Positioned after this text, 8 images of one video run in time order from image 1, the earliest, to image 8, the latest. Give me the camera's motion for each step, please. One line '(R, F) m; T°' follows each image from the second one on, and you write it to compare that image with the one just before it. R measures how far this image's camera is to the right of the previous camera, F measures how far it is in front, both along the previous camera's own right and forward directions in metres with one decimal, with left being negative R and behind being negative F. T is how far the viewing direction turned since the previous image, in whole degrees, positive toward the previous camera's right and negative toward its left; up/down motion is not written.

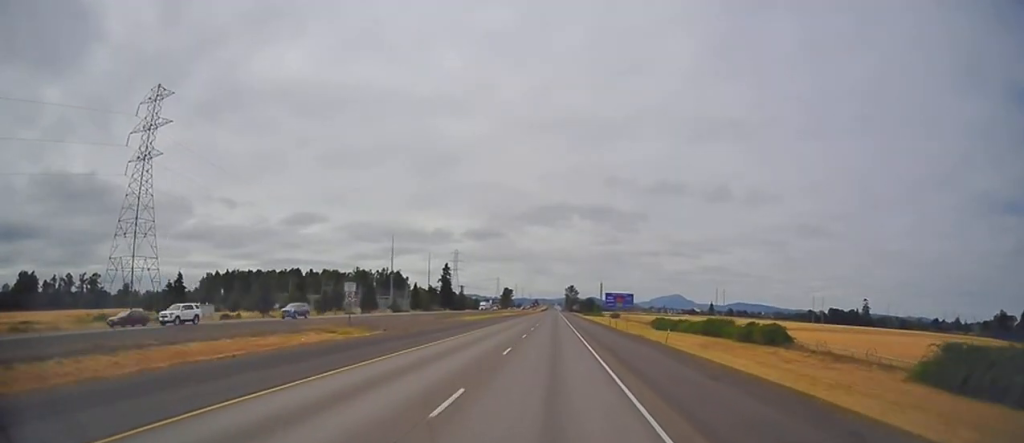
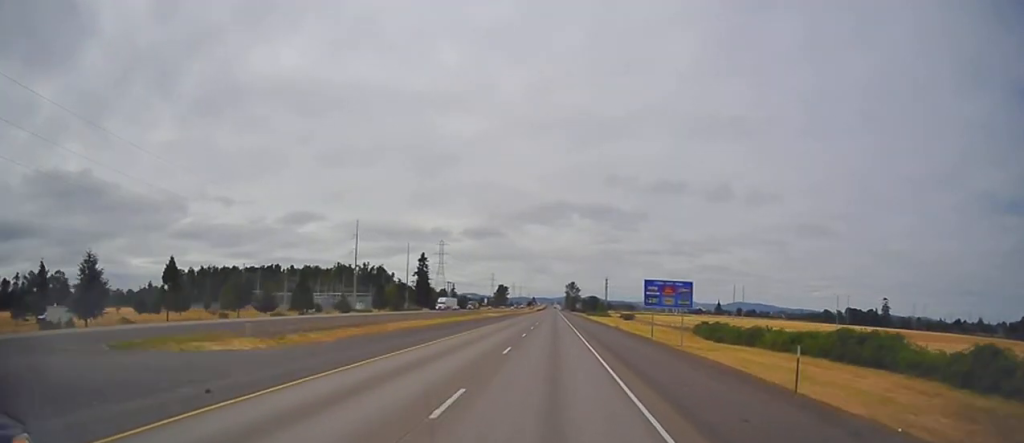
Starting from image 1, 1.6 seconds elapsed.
(0.0, +47.4) m; -1°
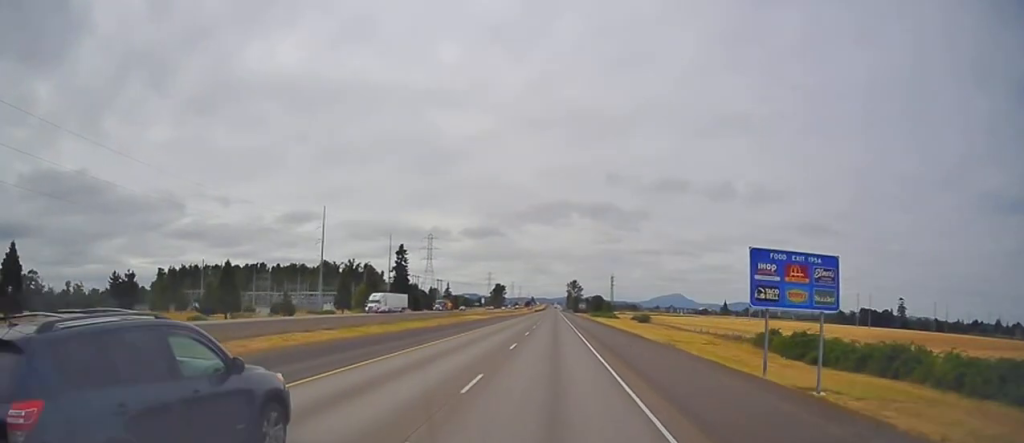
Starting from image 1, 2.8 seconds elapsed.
(-0.6, +35.0) m; 0°
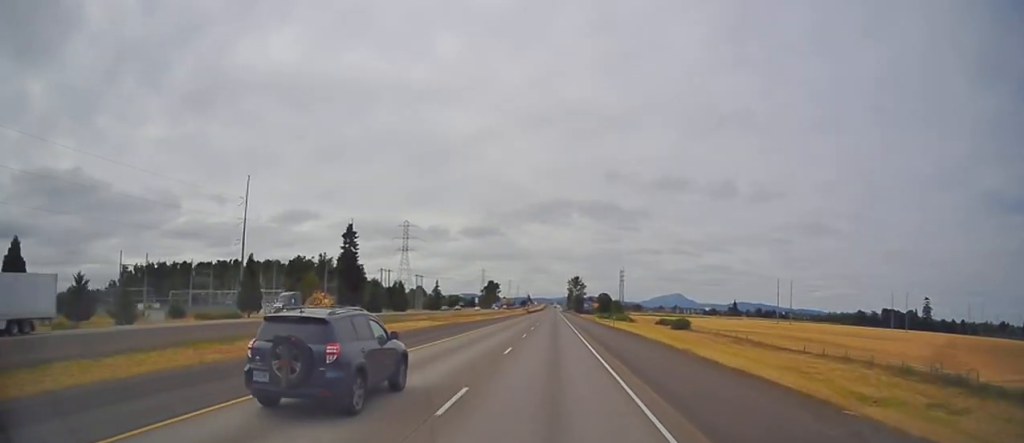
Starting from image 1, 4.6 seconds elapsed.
(+1.0, +50.5) m; 0°
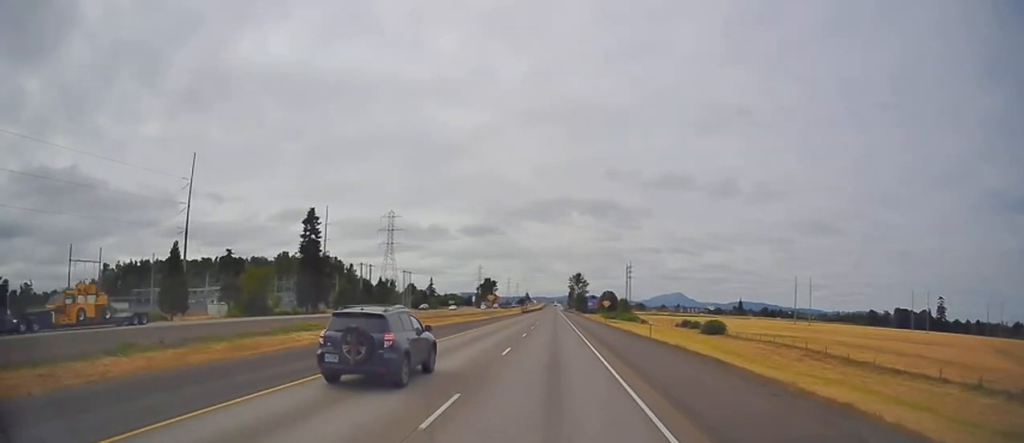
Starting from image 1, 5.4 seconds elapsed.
(-0.5, +25.4) m; 0°
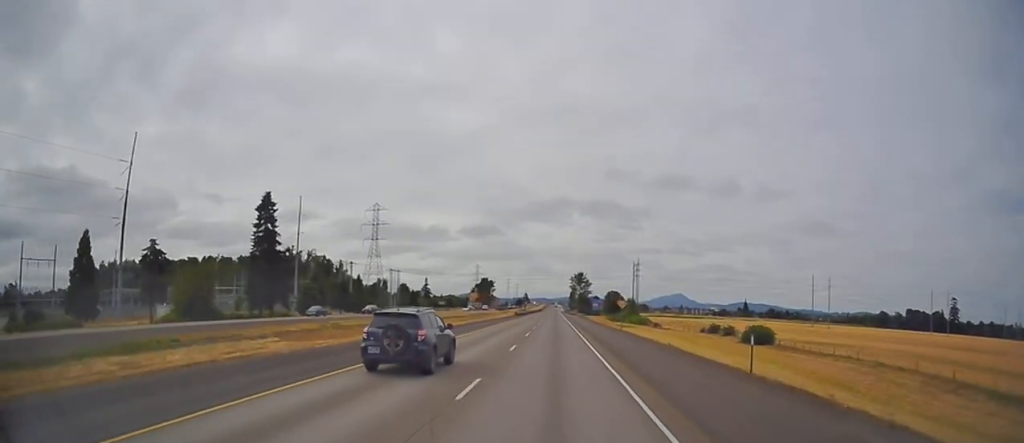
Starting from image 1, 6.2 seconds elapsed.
(+0.1, +22.6) m; +1°
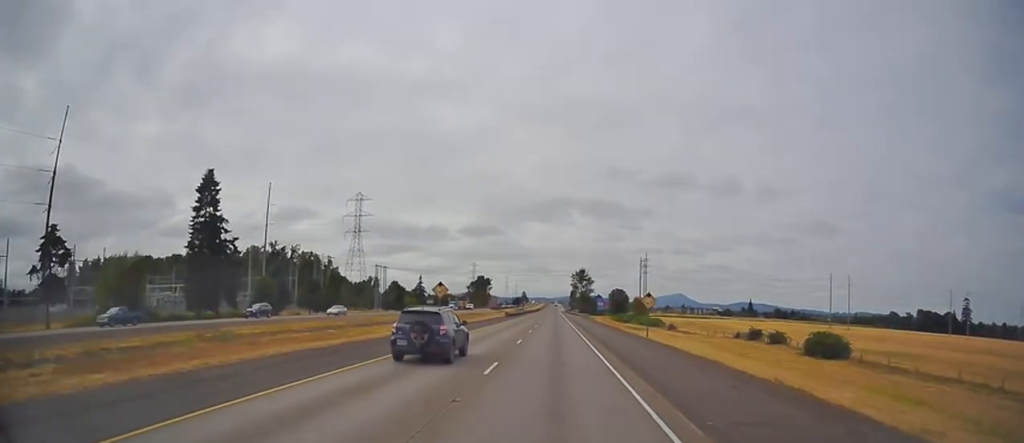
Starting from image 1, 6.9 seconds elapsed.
(+0.2, +20.6) m; +1°
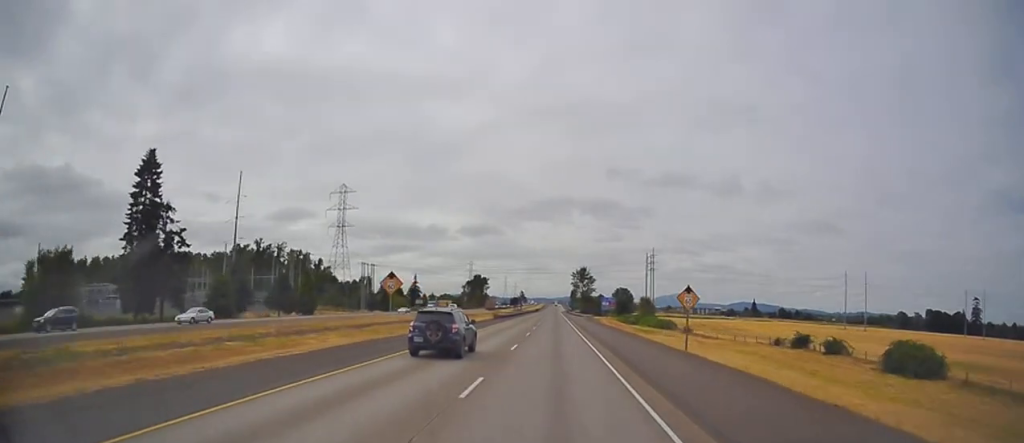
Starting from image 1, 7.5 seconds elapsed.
(-0.1, +16.7) m; +1°
